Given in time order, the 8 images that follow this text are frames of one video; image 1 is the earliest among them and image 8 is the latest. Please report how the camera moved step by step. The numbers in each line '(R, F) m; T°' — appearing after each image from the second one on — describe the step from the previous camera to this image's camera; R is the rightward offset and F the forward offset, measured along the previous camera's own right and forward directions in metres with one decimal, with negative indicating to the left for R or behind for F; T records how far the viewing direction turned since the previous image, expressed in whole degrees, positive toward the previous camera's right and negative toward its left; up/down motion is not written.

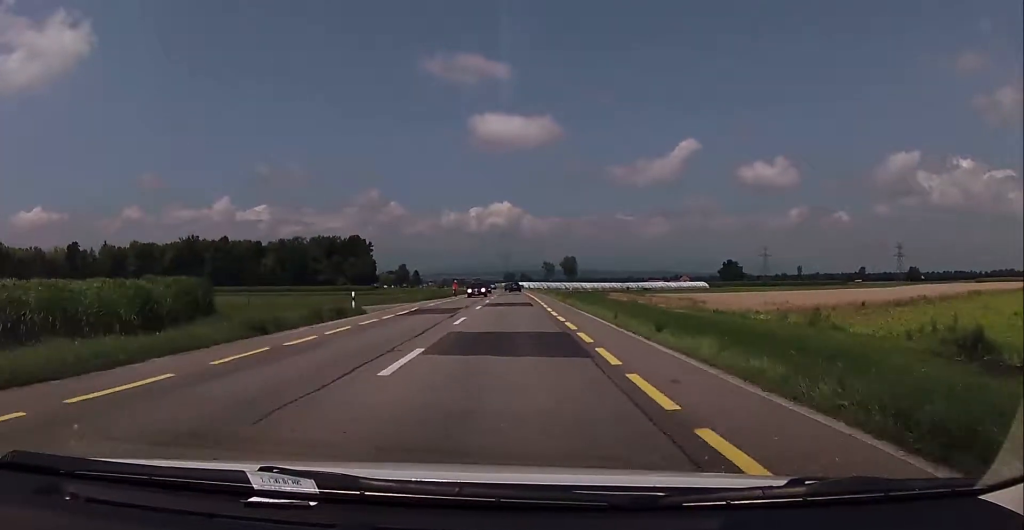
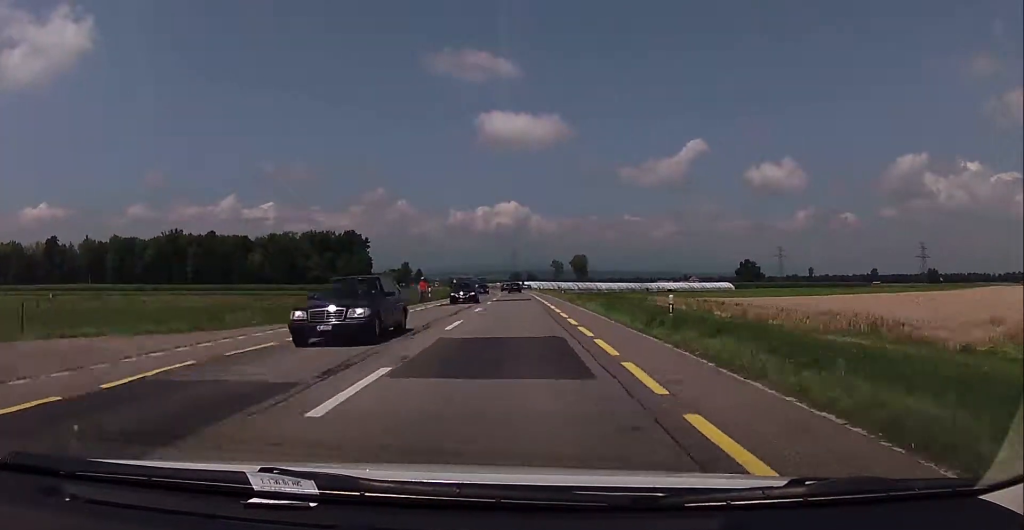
(+0.2, +27.7) m; 0°
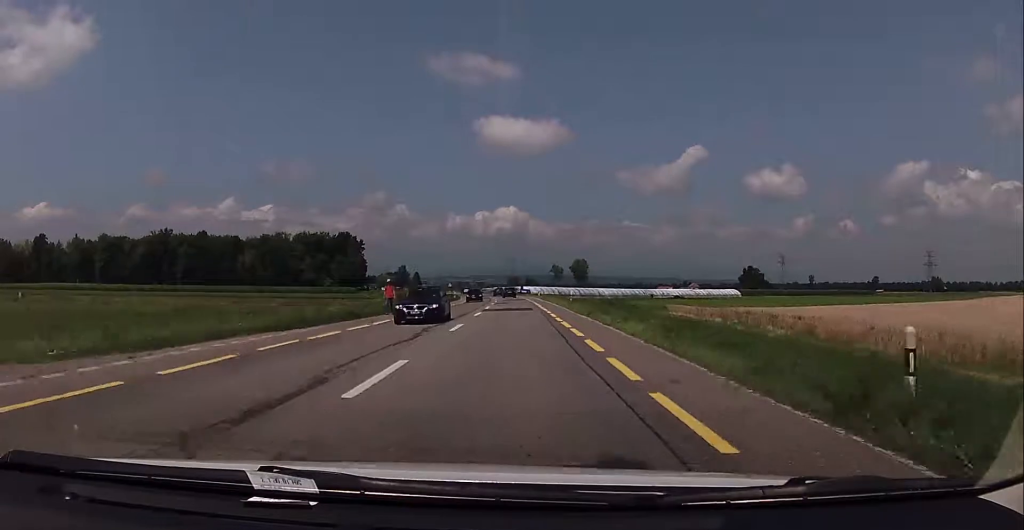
(0.0, +10.5) m; 0°
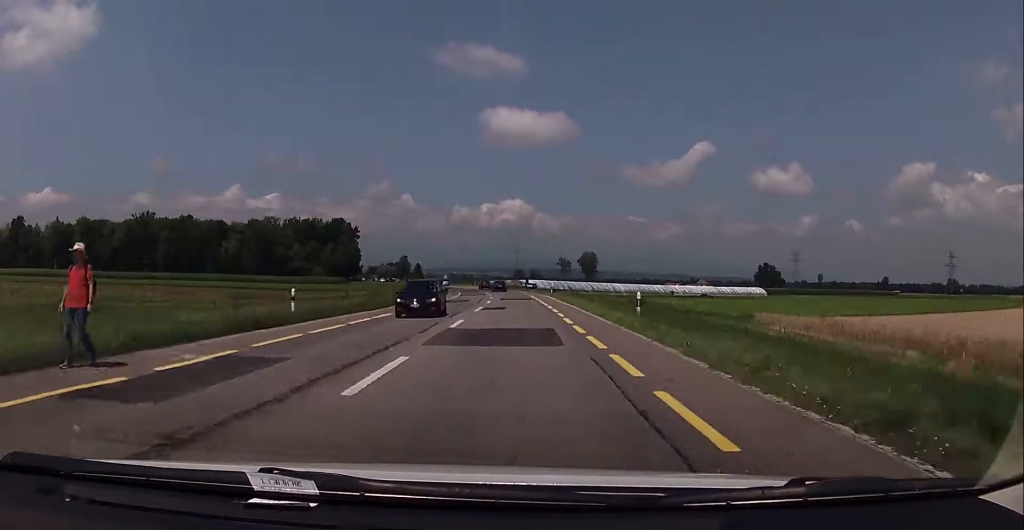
(0.0, +24.3) m; 0°
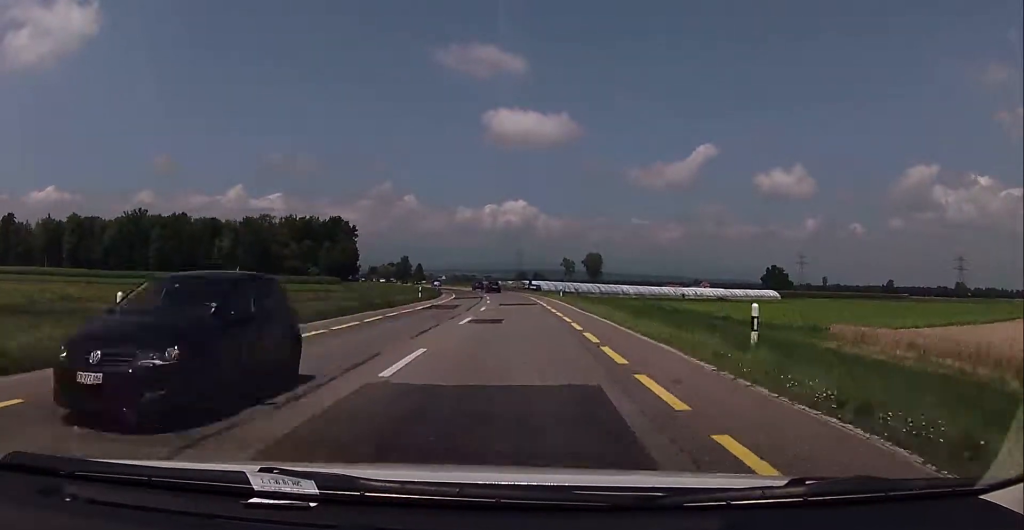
(+0.1, +10.4) m; 0°
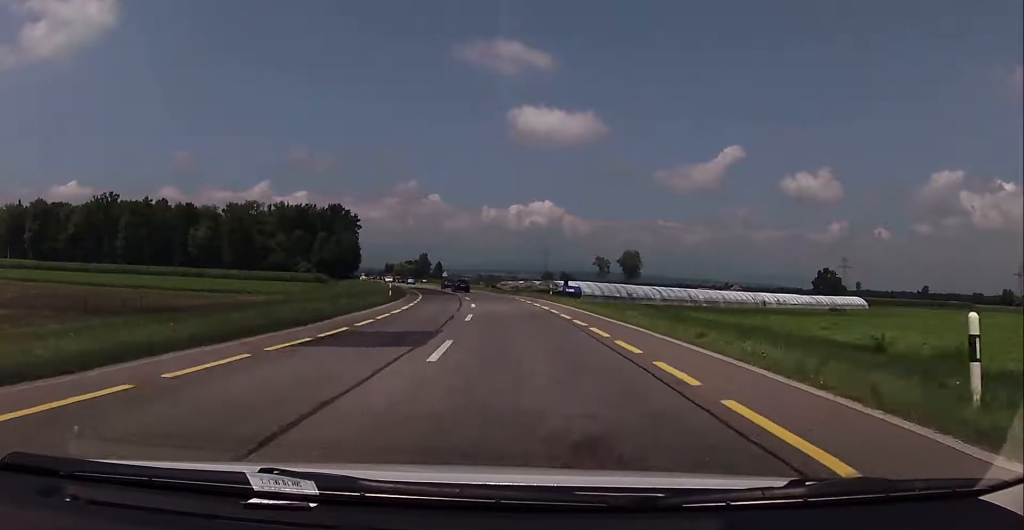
(-1.5, +46.0) m; -3°
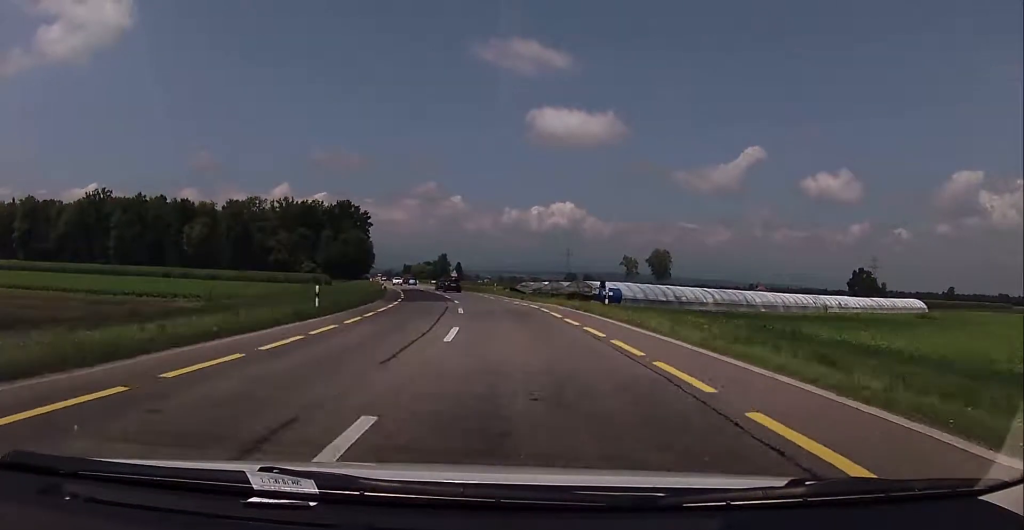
(+0.2, +20.4) m; -1°
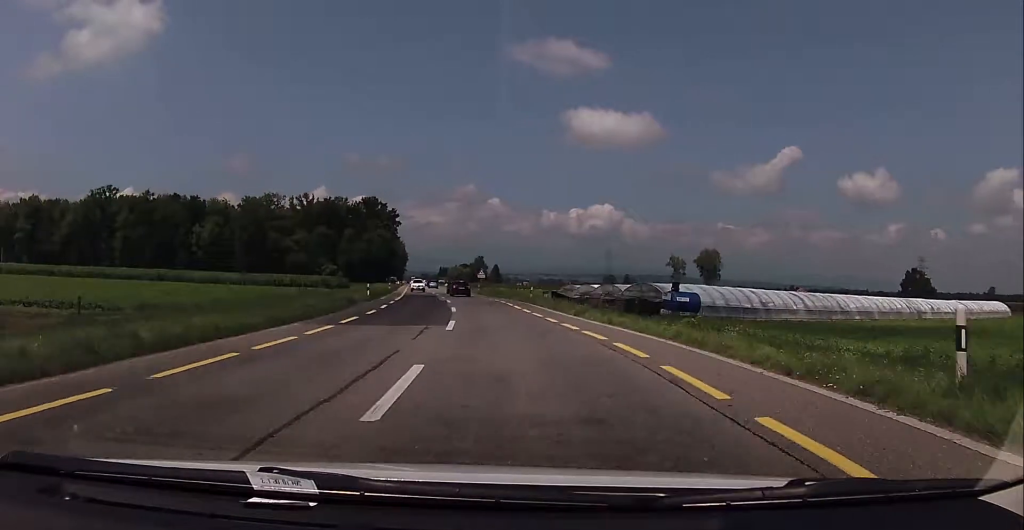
(-0.6, +20.3) m; -3°
